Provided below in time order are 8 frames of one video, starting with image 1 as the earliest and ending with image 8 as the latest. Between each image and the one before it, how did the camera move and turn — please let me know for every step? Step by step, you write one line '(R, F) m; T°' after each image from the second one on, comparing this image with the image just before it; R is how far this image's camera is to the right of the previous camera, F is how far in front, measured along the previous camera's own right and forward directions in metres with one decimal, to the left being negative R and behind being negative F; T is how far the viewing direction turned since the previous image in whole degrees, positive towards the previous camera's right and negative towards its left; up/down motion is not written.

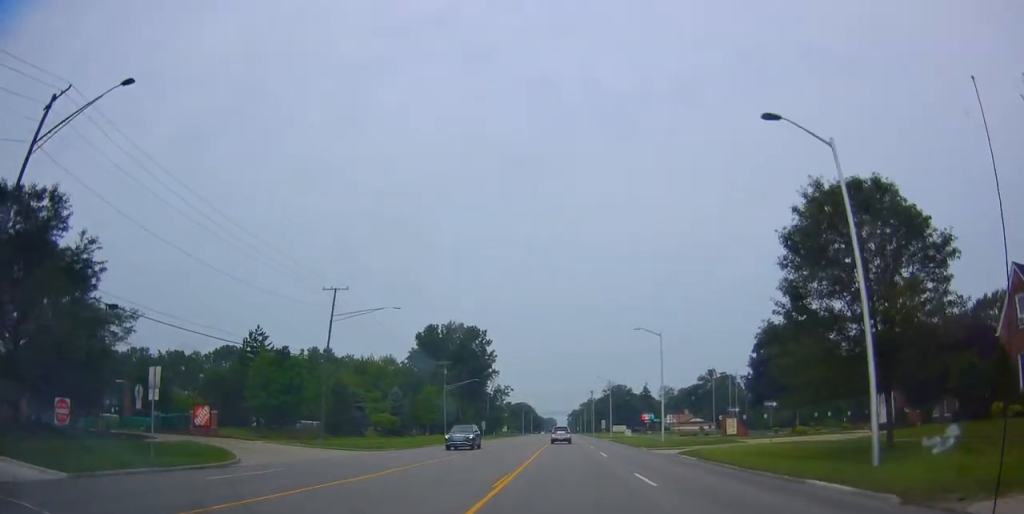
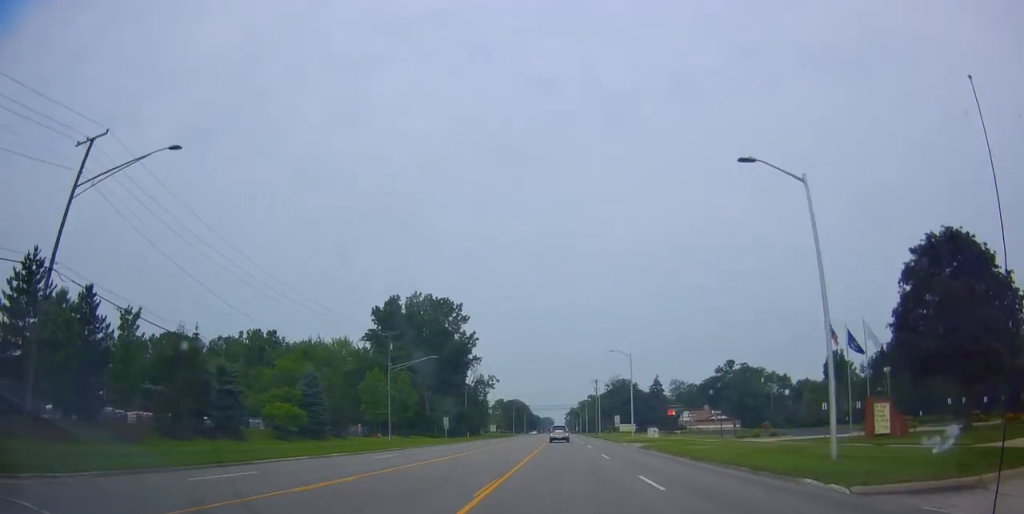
(-0.9, +32.6) m; -4°
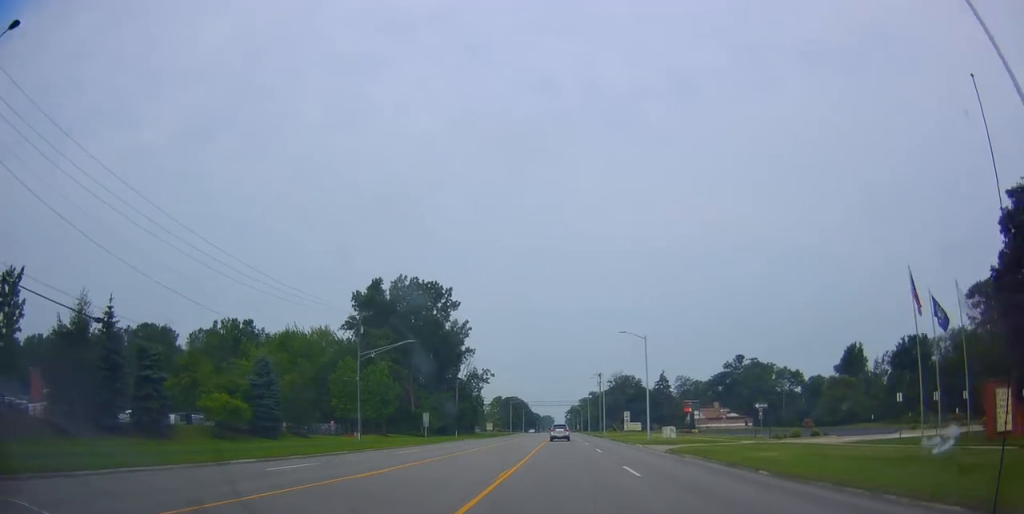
(0.0, +11.4) m; -1°
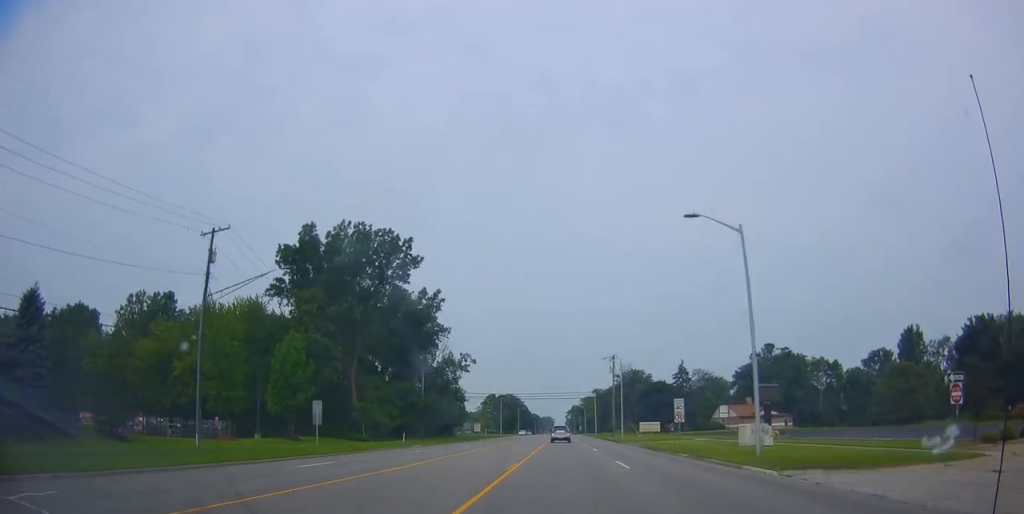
(-0.8, +29.2) m; -1°
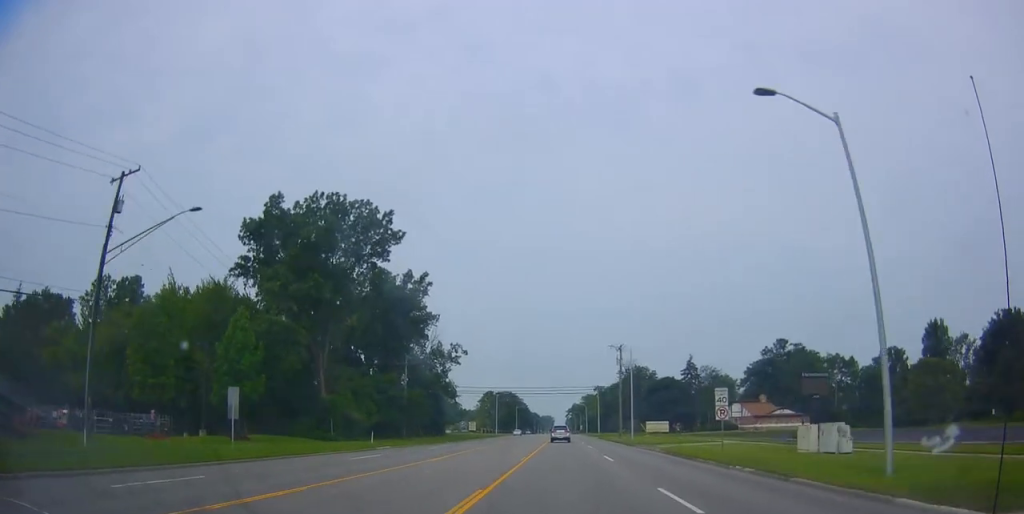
(0.0, +9.8) m; 0°
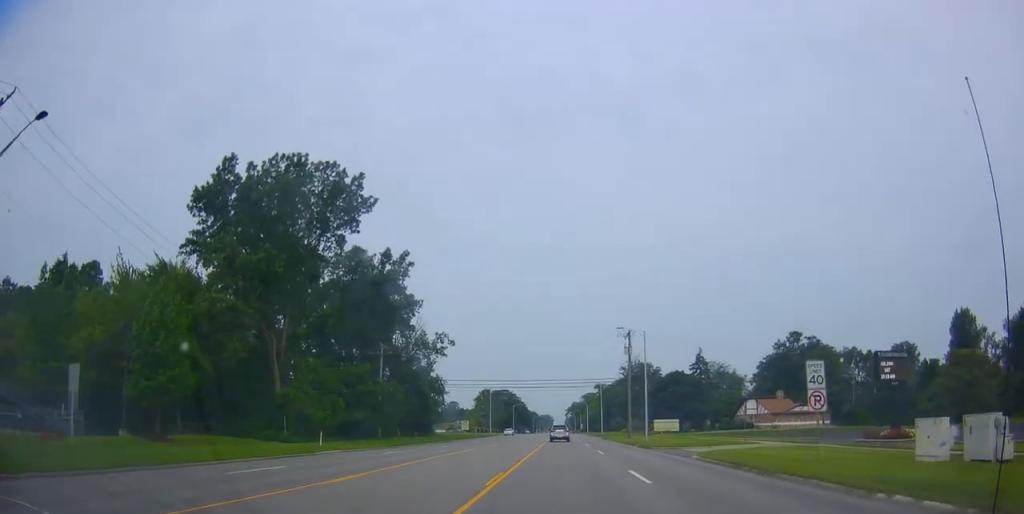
(+0.4, +10.5) m; -1°
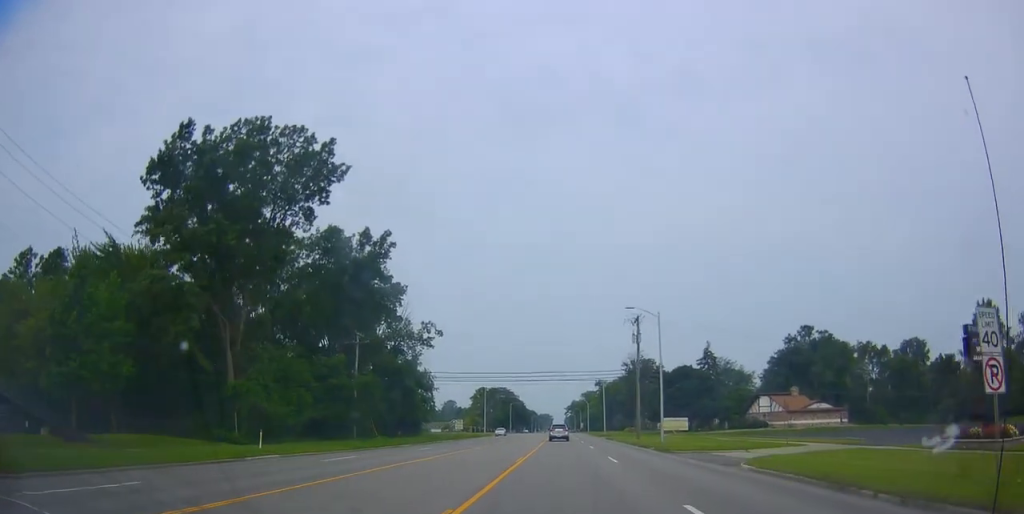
(-0.1, +8.1) m; 0°
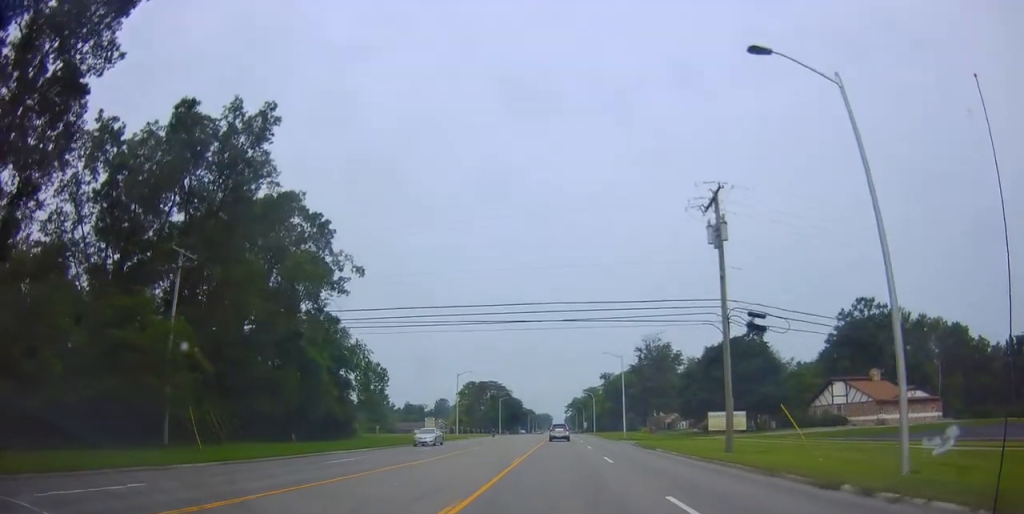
(0.0, +30.7) m; 0°
